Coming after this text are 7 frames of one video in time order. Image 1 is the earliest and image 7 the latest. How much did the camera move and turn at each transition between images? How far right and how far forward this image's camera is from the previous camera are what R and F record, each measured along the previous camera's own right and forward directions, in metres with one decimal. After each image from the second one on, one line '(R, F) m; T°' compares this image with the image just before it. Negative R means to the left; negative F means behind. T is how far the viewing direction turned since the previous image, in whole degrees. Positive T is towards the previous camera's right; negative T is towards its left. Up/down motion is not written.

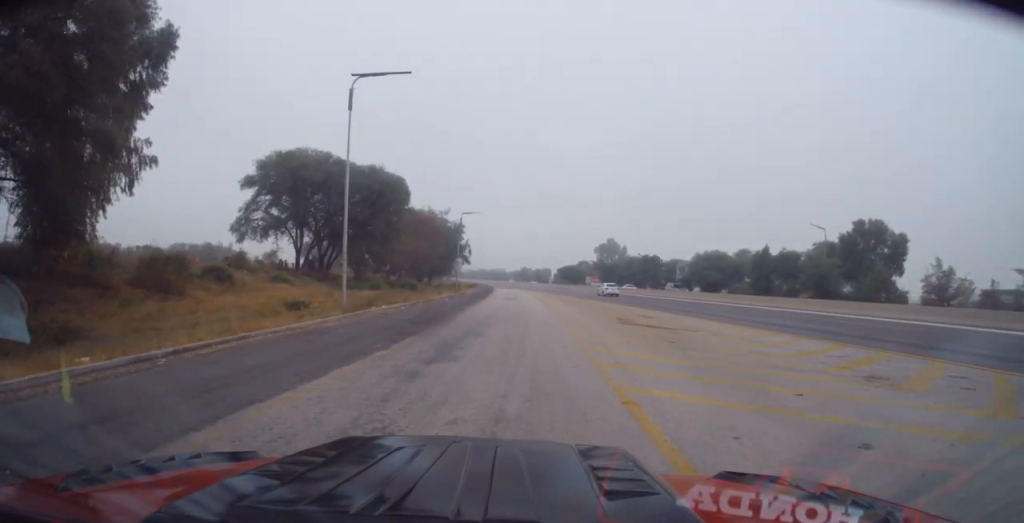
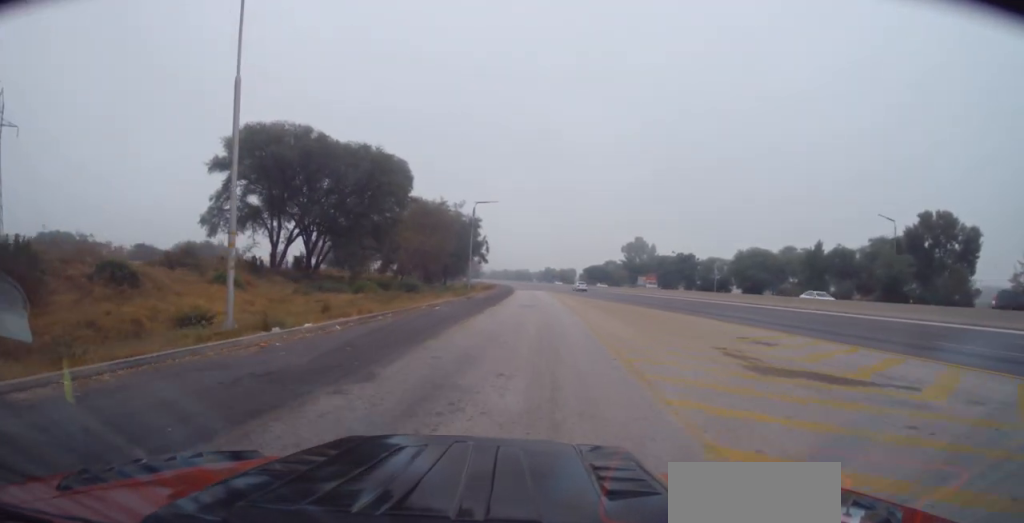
(-0.3, +10.8) m; -4°
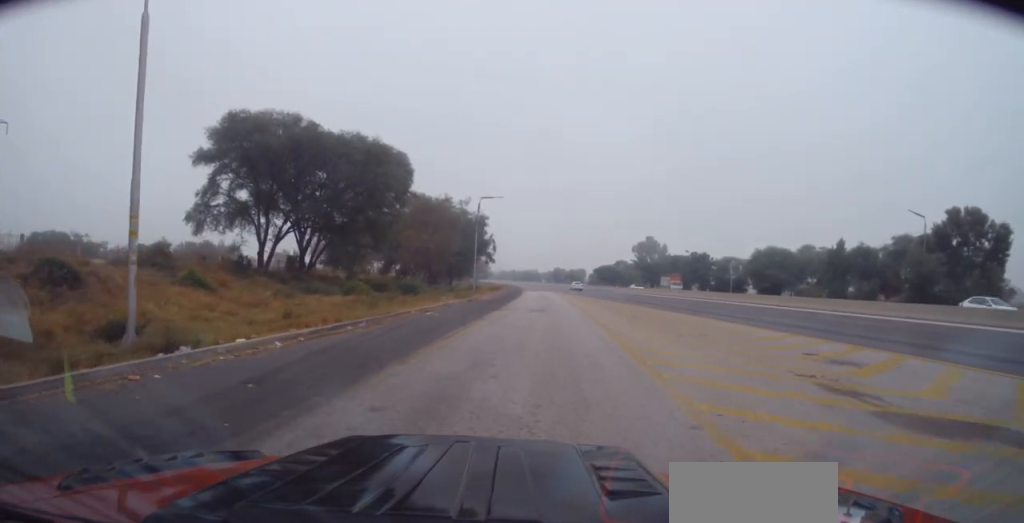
(-0.2, +4.0) m; 0°
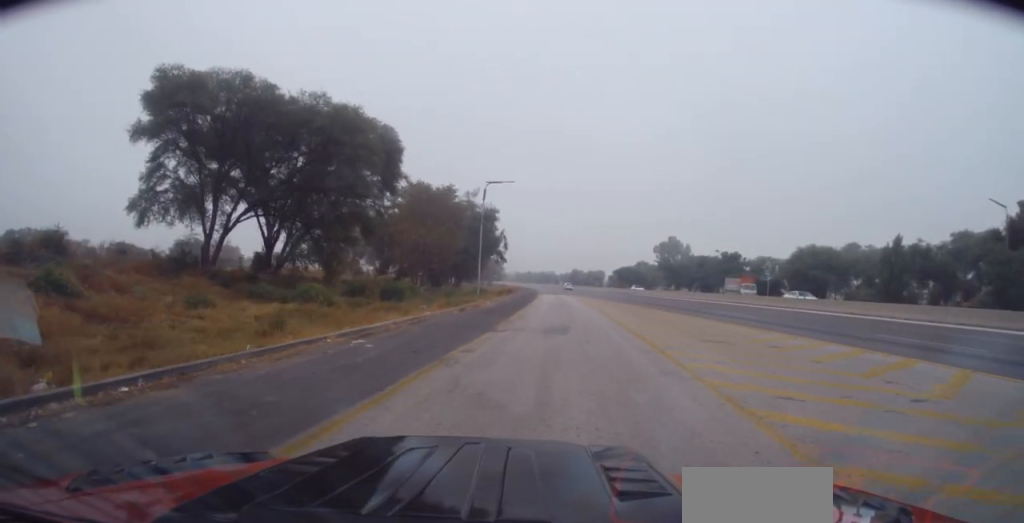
(+0.2, +10.4) m; 0°
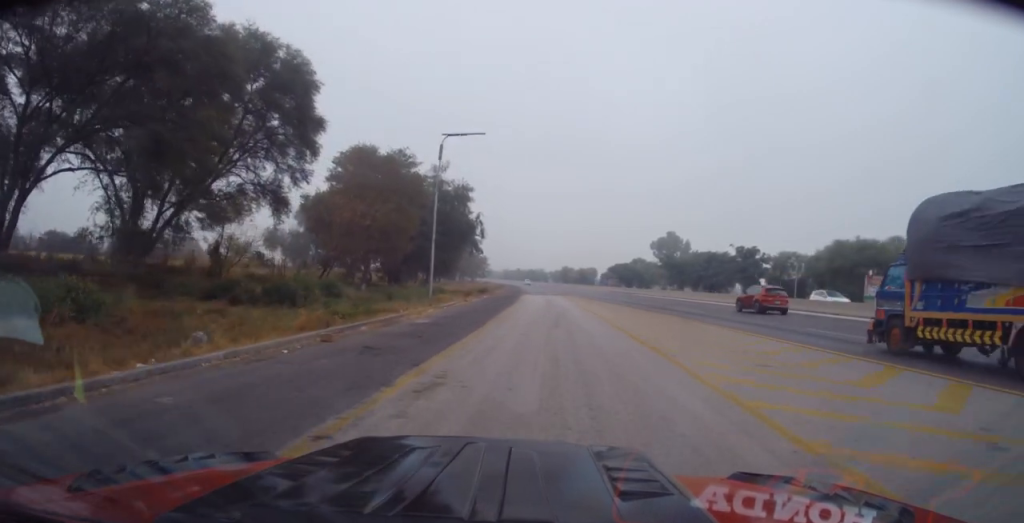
(+0.7, +15.2) m; +3°
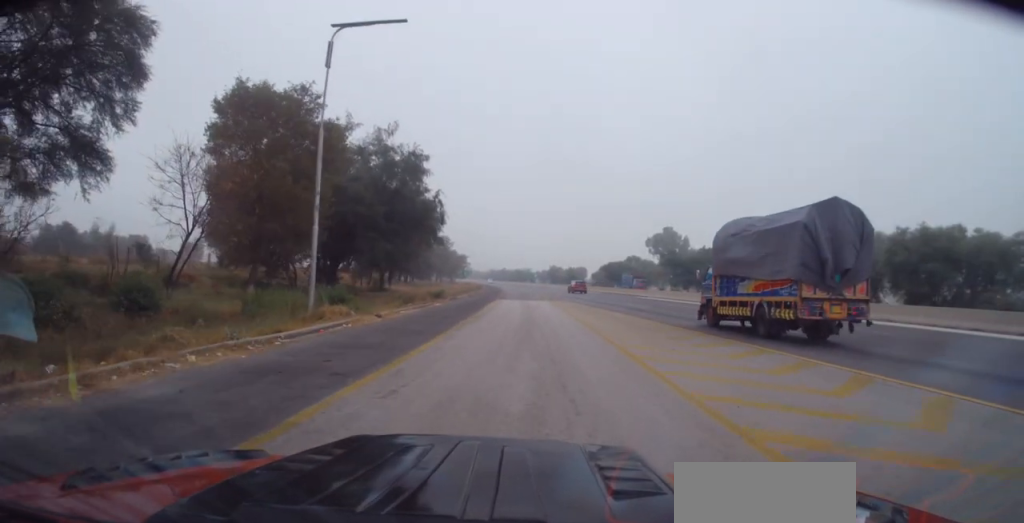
(-0.7, +15.9) m; 0°
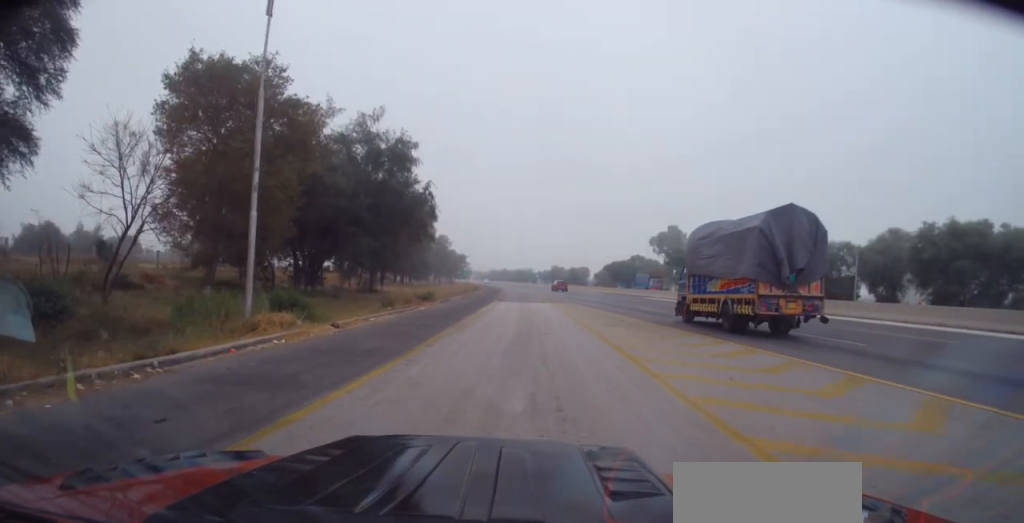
(+0.1, +4.4) m; 0°
